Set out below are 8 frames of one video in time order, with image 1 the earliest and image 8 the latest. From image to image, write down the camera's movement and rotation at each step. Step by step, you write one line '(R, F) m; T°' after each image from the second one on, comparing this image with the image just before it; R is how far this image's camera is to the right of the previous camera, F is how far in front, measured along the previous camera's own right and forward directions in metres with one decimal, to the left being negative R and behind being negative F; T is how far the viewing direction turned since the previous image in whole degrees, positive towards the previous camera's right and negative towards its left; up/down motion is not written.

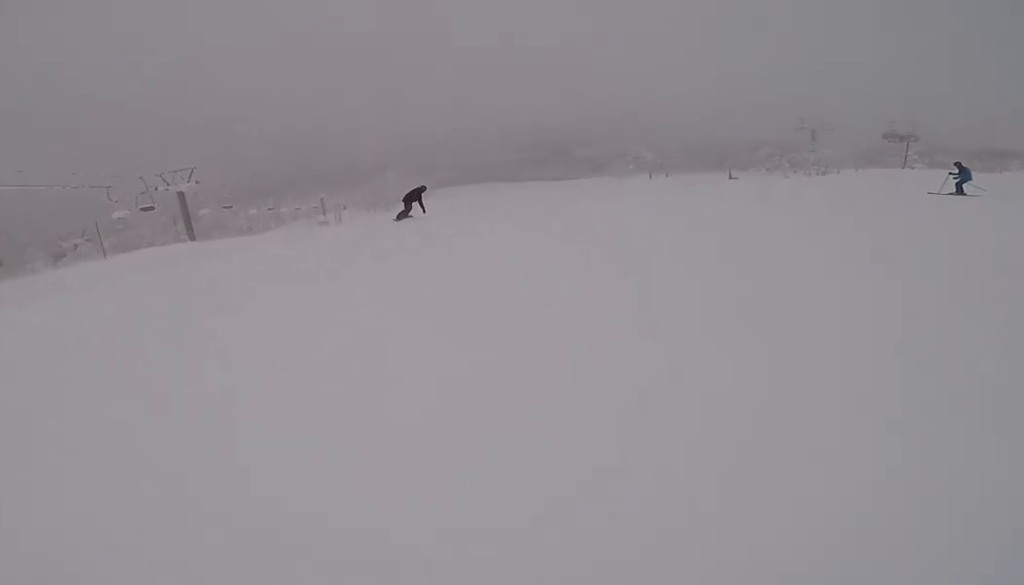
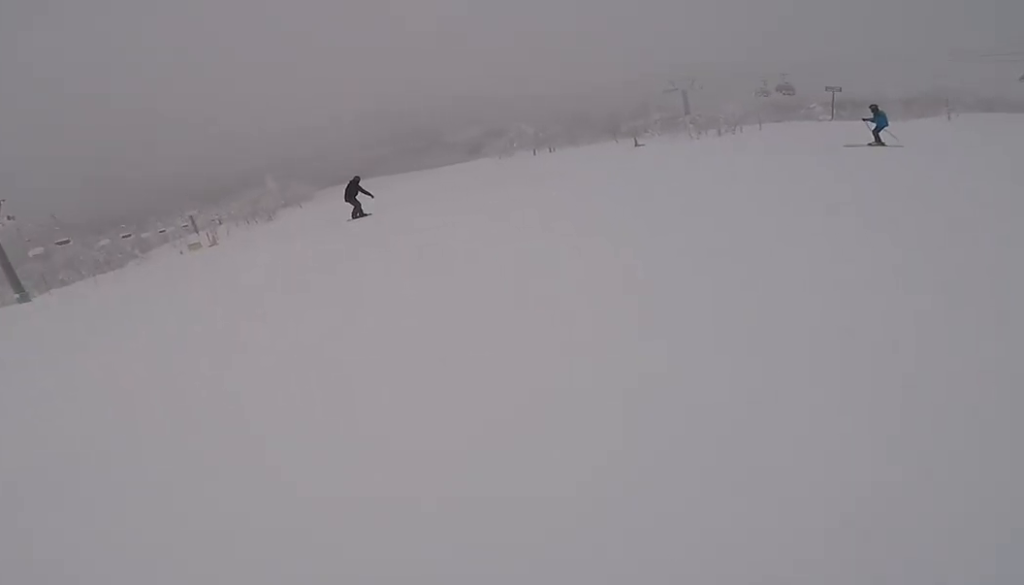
(+0.1, +7.4) m; +2°
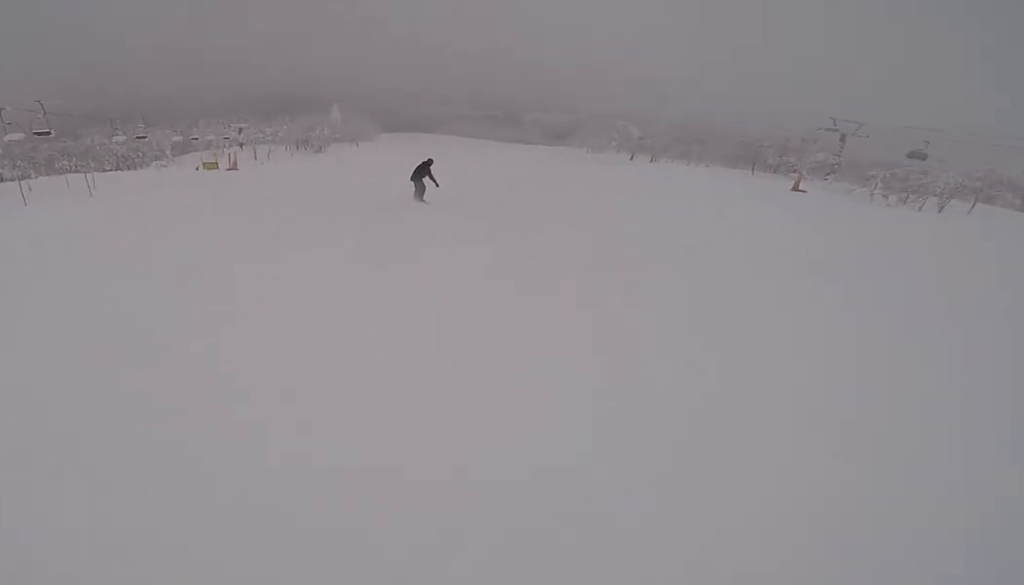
(+0.3, +10.4) m; +8°
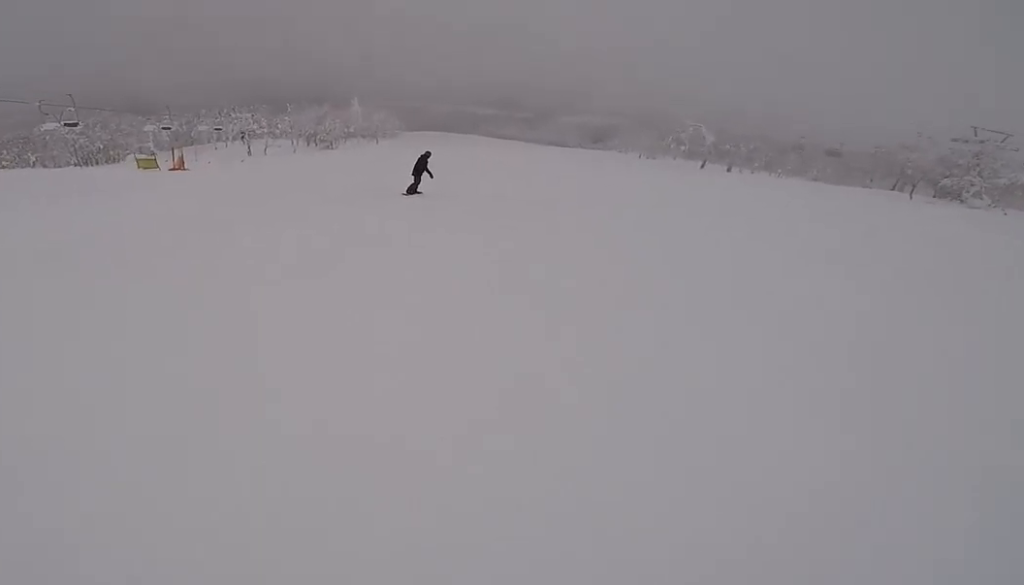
(+1.3, +14.6) m; +2°
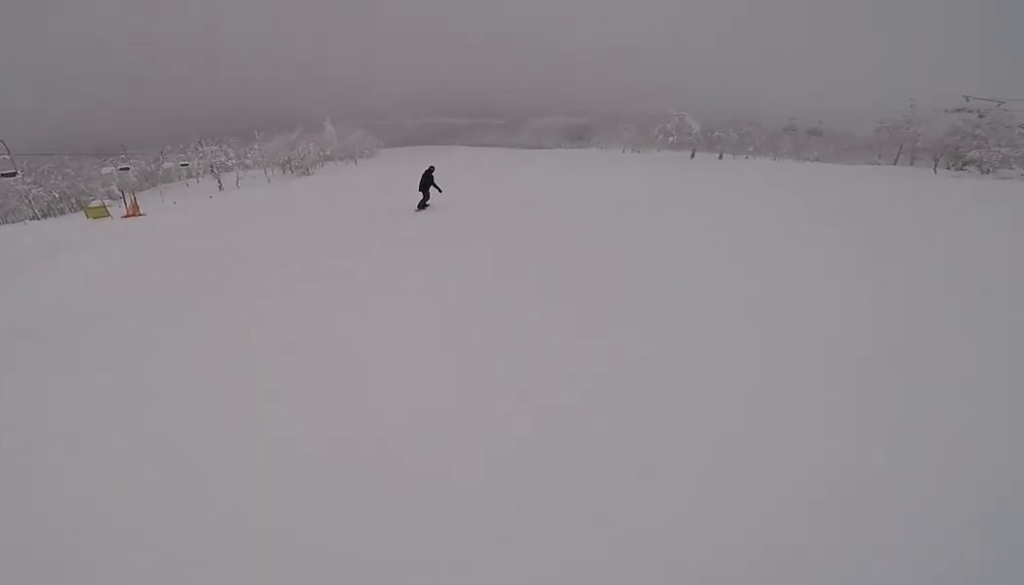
(-0.3, +3.8) m; -3°
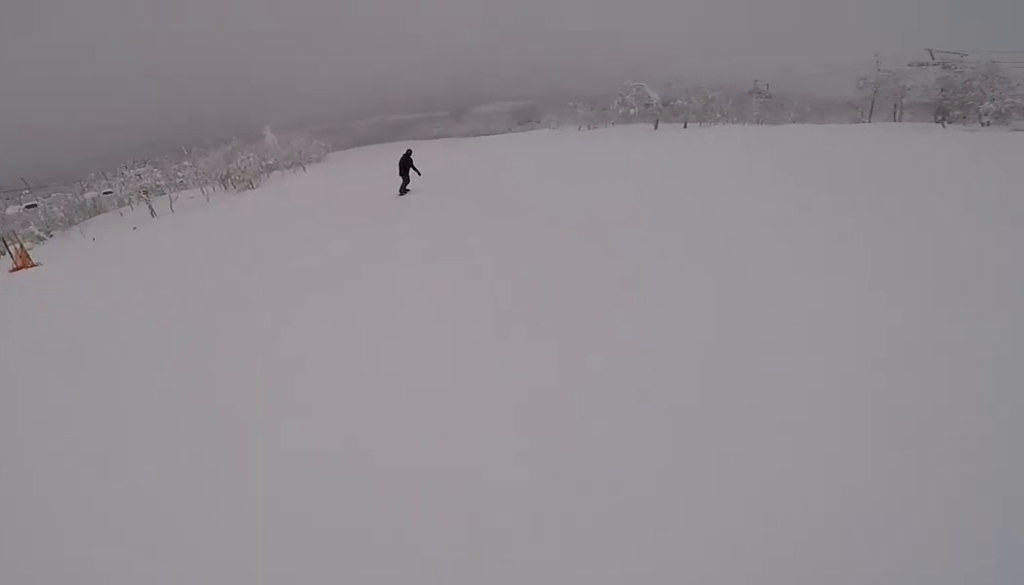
(-0.2, +5.3) m; -1°
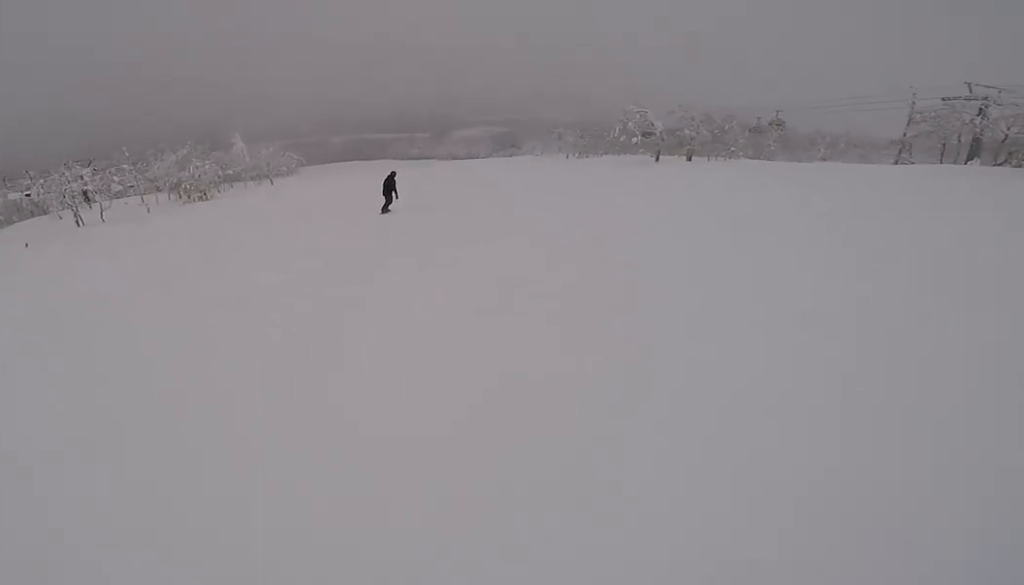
(0.0, +8.1) m; +2°
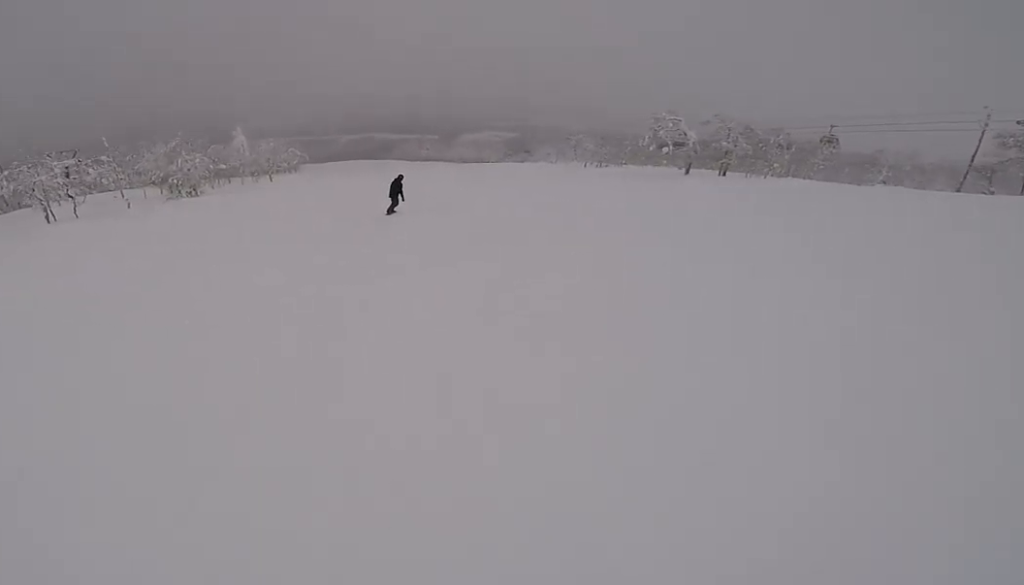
(+0.1, +4.6) m; +4°
